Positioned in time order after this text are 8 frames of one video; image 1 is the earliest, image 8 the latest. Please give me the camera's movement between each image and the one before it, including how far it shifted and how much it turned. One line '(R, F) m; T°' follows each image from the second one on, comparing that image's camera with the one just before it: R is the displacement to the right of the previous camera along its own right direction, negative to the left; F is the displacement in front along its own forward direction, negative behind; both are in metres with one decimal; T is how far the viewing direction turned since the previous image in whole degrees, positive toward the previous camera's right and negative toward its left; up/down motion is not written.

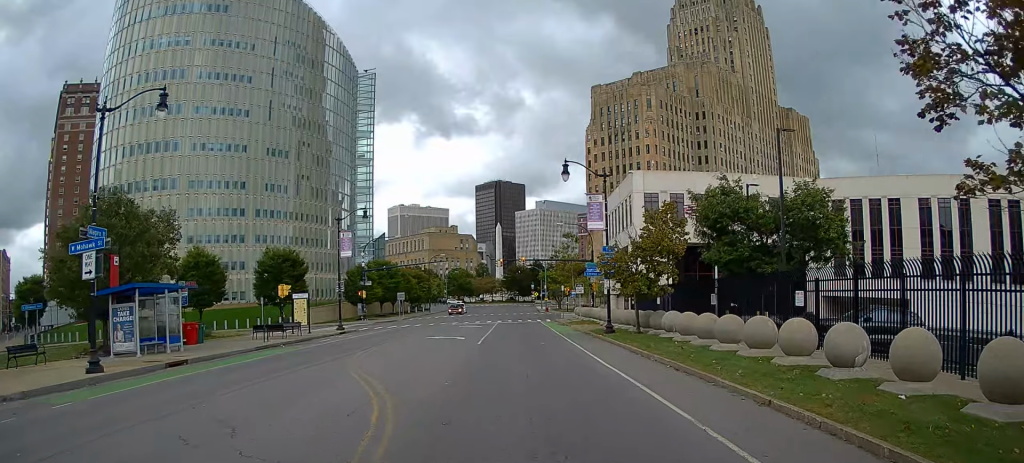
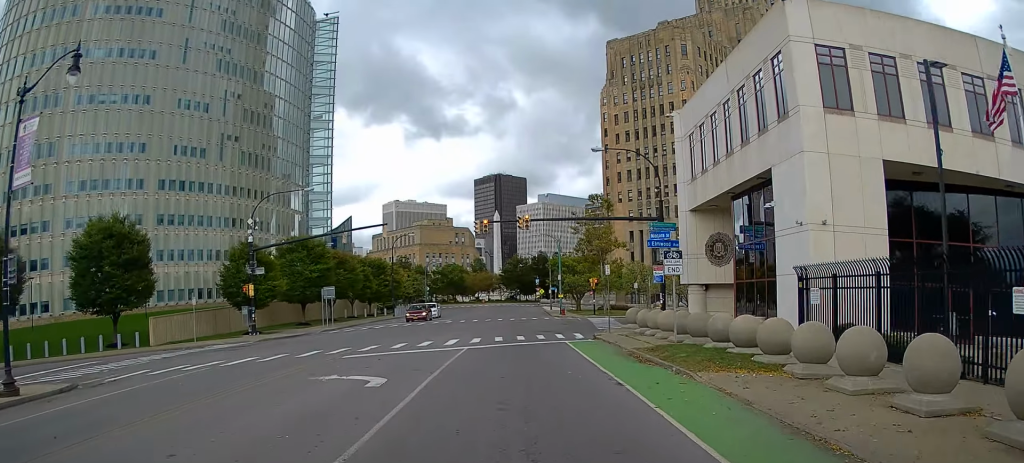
(+0.5, +28.2) m; +1°
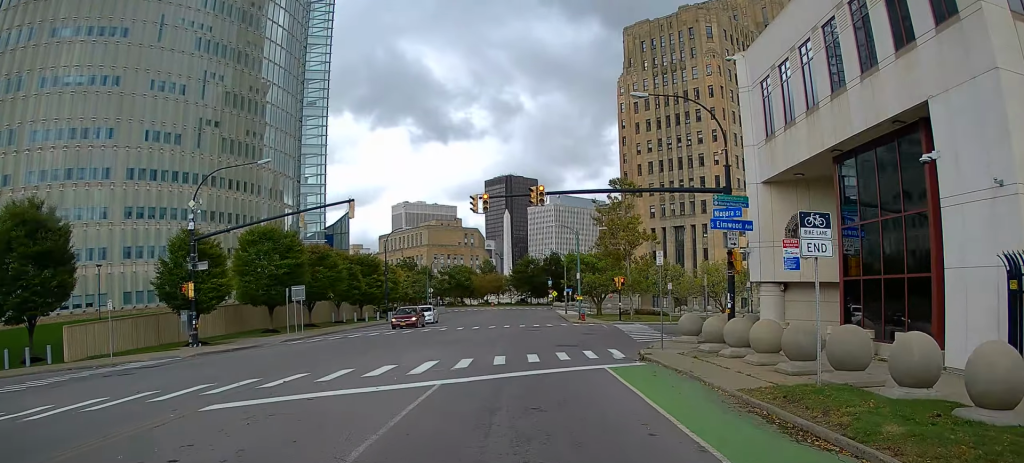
(0.0, +9.0) m; +2°
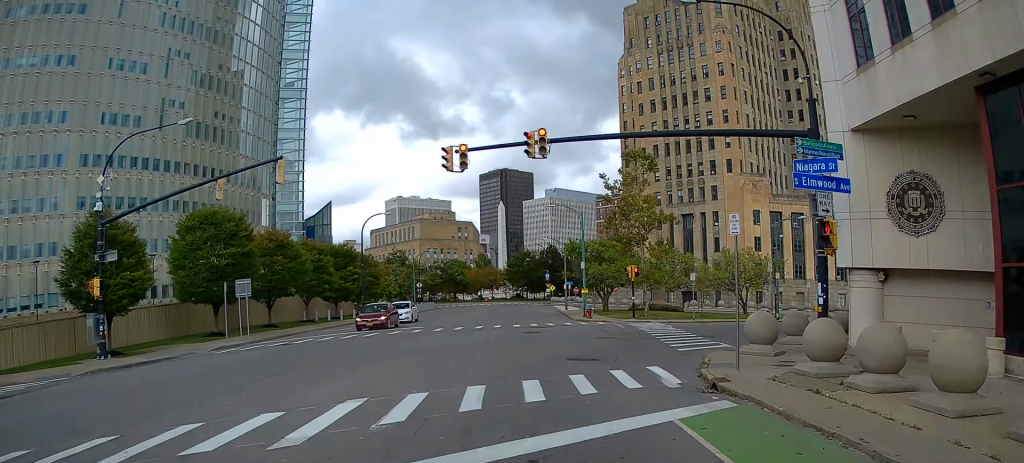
(-0.1, +9.5) m; +2°
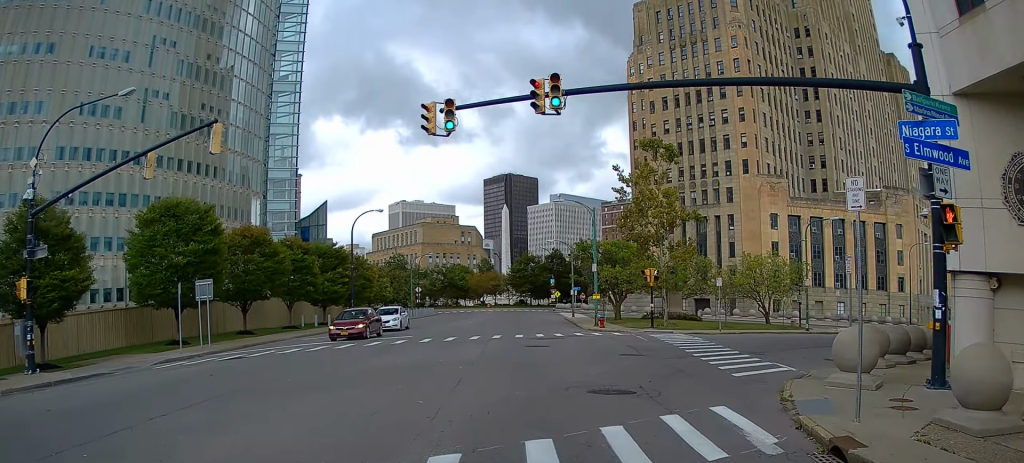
(+0.9, +10.4) m; +1°
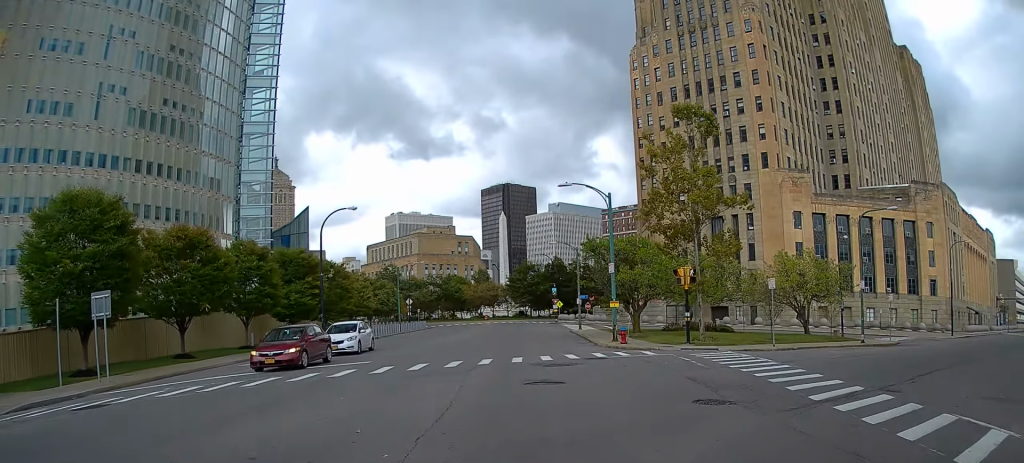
(-0.4, +12.3) m; -3°
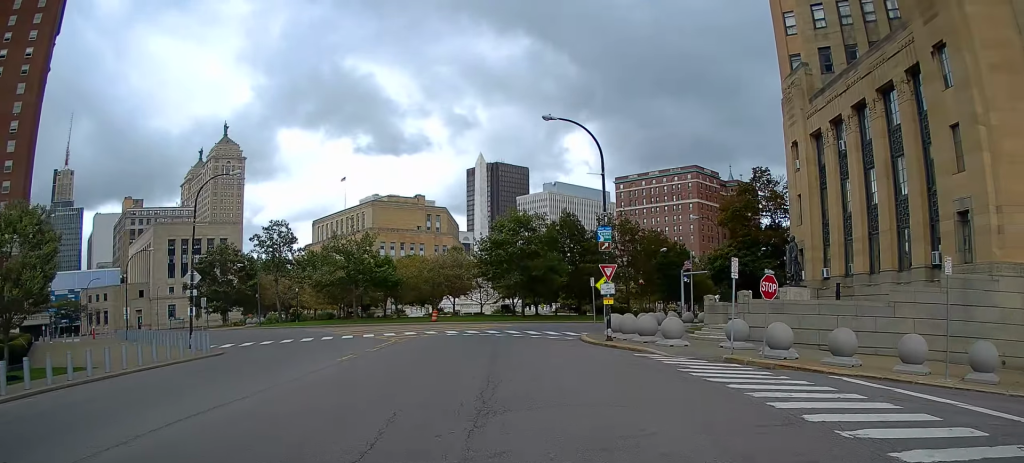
(-2.0, +59.7) m; -3°
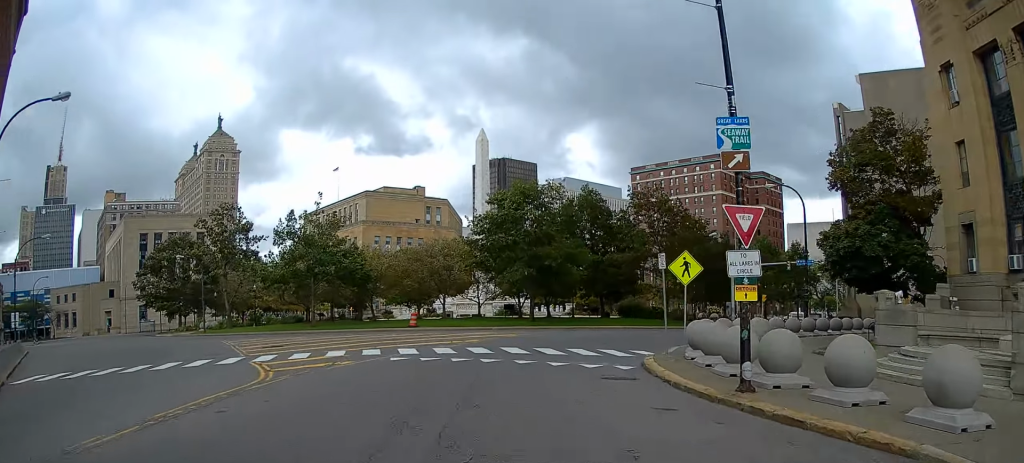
(-0.3, +18.1) m; +4°
